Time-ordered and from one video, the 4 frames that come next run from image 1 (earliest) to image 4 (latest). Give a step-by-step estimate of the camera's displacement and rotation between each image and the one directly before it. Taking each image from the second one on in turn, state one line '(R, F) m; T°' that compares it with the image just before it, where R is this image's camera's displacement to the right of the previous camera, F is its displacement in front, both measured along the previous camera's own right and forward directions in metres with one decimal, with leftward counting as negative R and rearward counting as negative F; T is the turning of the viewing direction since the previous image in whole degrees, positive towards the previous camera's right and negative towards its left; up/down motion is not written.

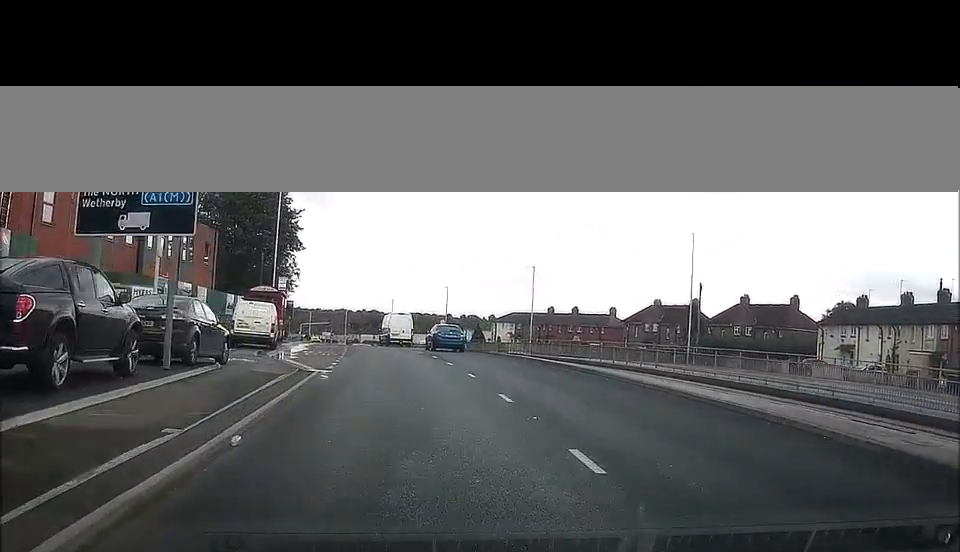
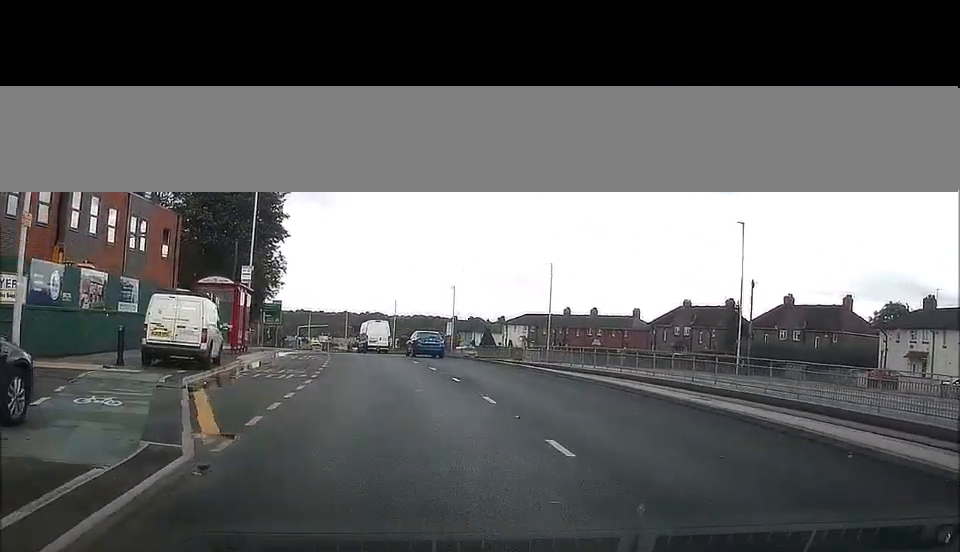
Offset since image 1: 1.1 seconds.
(-0.7, +11.1) m; -4°
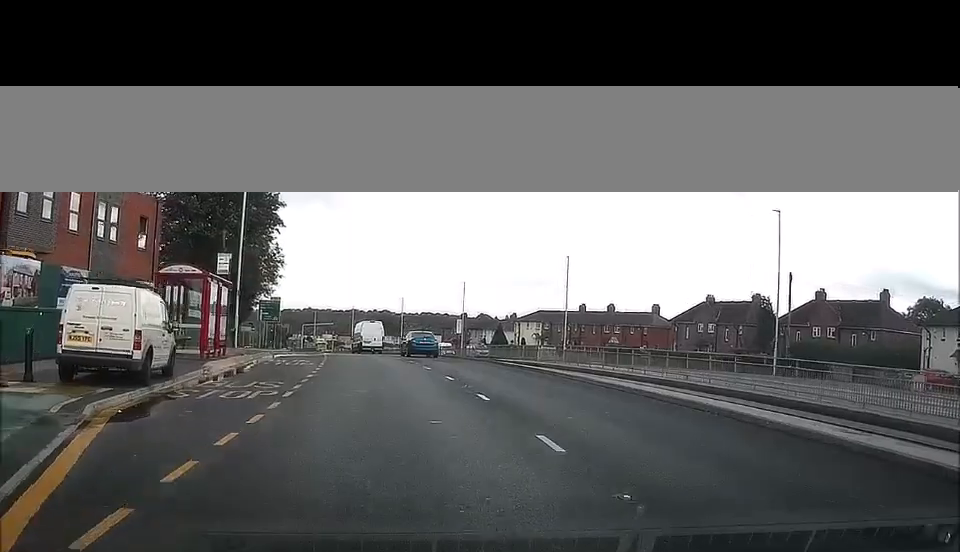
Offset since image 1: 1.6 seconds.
(0.0, +5.6) m; +1°
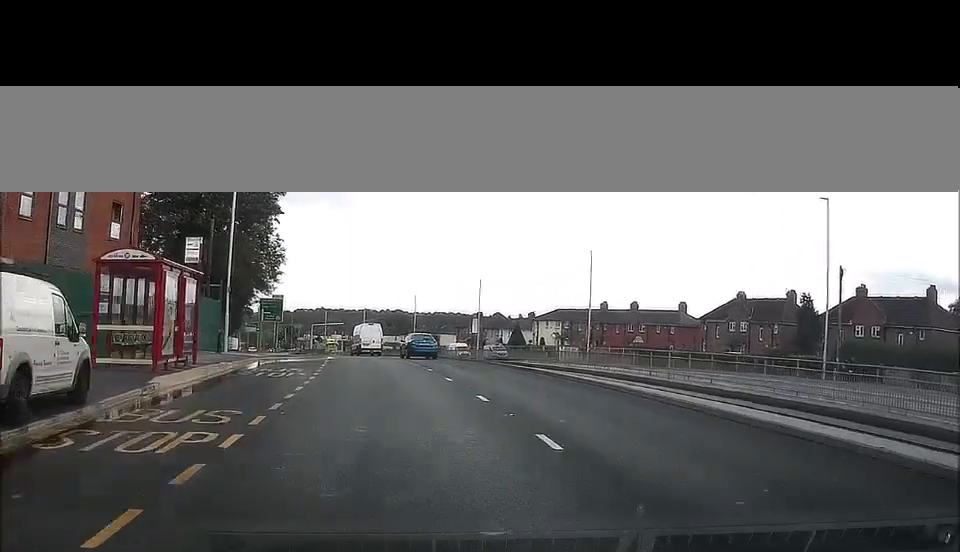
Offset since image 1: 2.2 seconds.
(+0.1, +5.7) m; +2°
